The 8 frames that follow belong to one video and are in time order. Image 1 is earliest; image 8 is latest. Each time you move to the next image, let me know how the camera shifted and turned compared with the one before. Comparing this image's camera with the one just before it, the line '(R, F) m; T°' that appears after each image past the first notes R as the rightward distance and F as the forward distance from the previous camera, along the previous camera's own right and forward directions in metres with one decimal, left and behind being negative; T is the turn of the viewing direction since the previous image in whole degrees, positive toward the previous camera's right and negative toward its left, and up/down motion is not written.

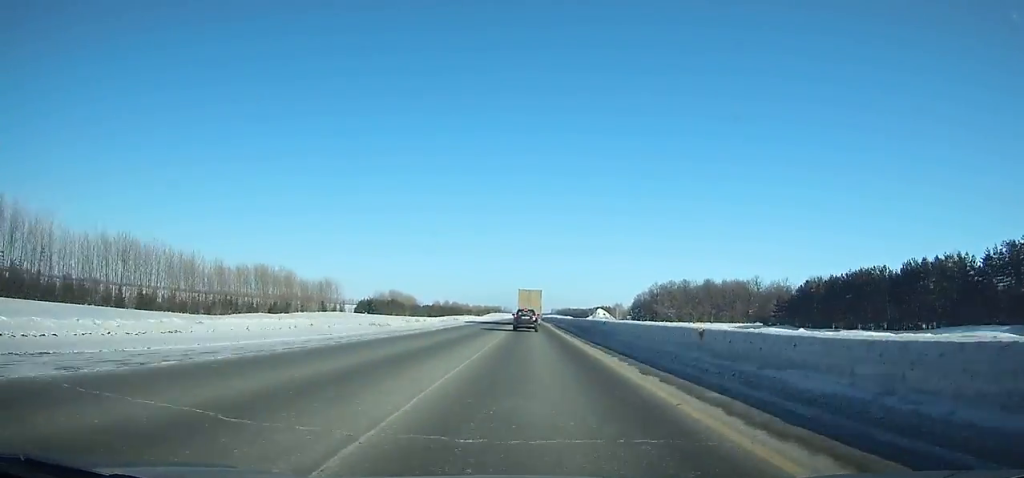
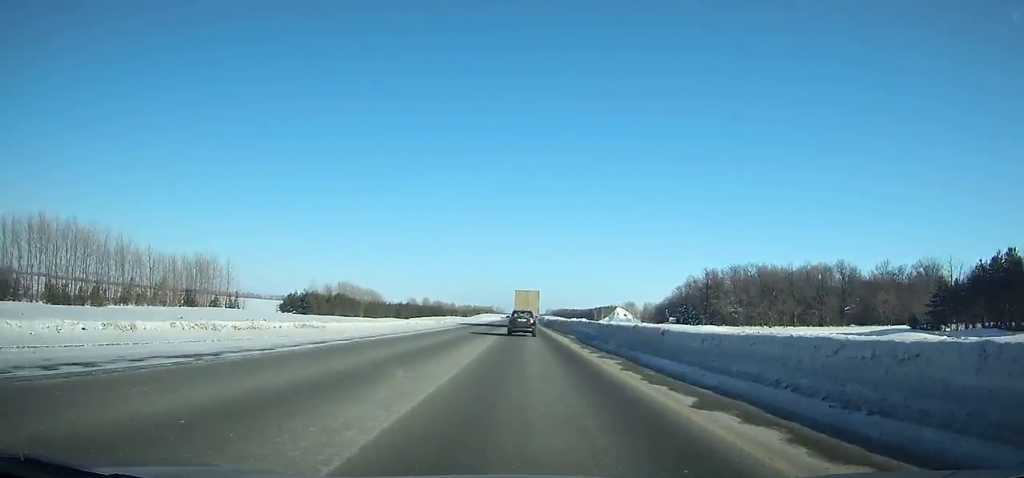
(-0.1, +77.8) m; 0°
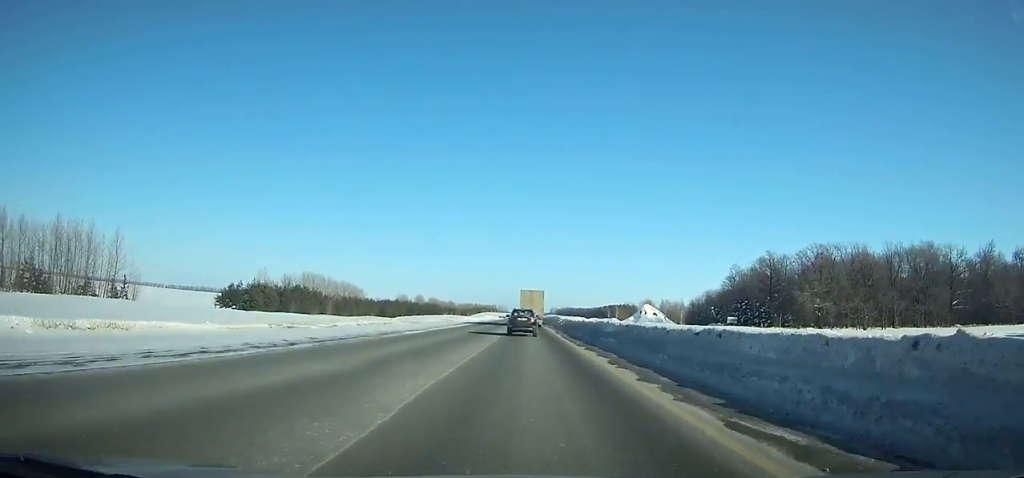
(-0.1, +45.4) m; 0°
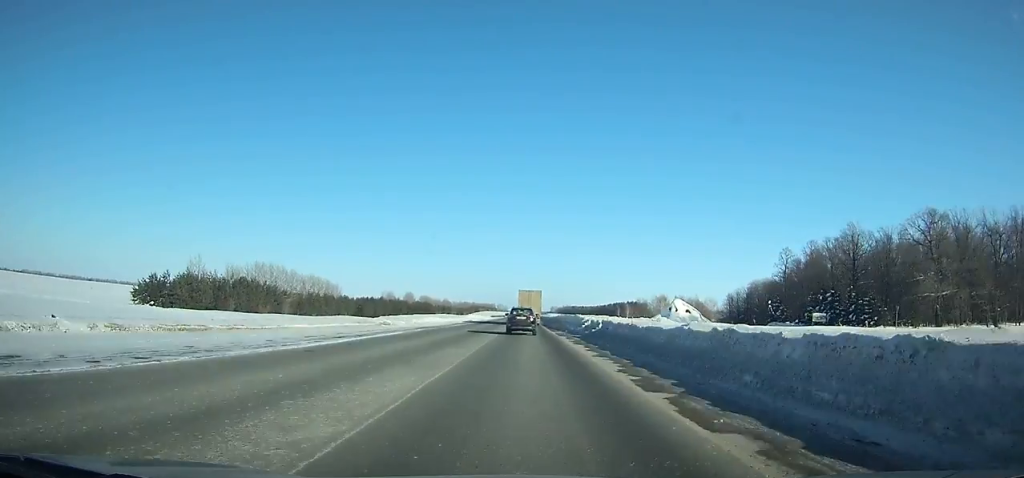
(0.0, +35.9) m; 0°
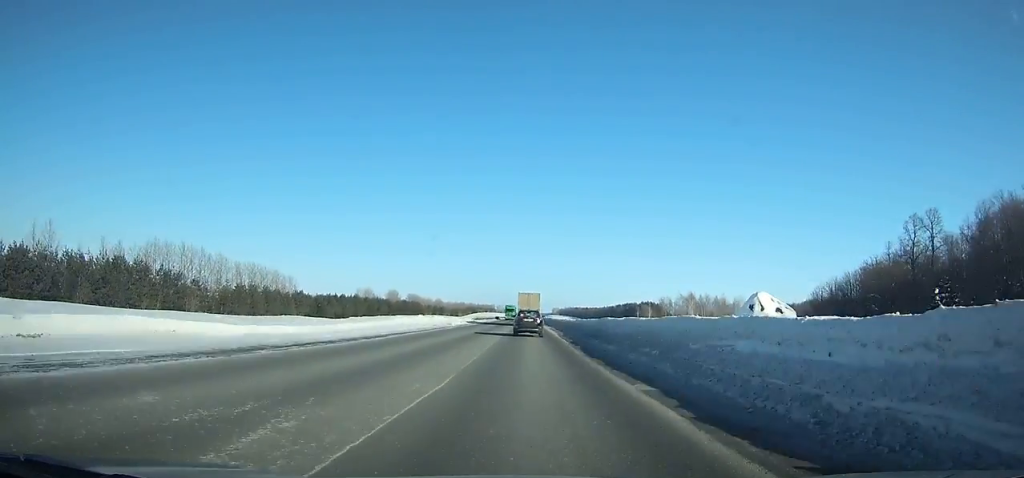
(0.0, +49.4) m; 0°
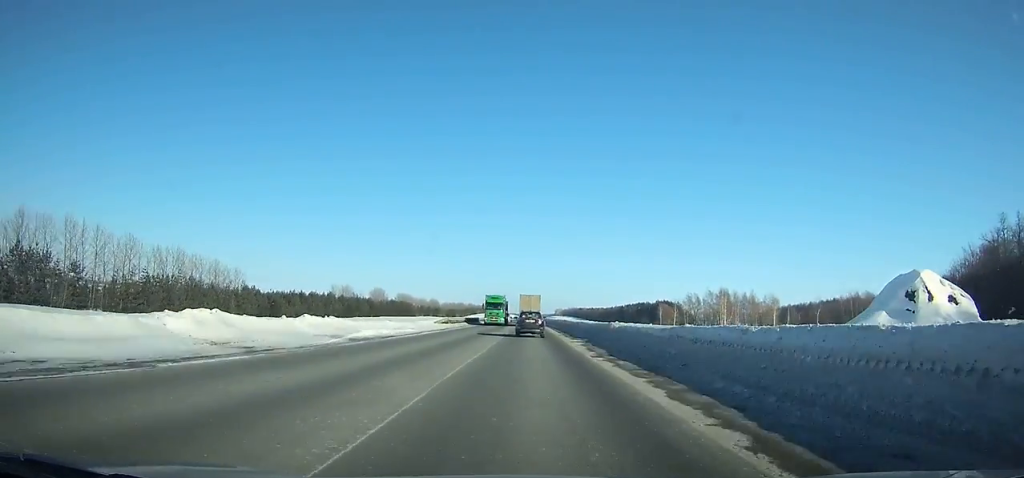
(0.0, +38.2) m; 0°
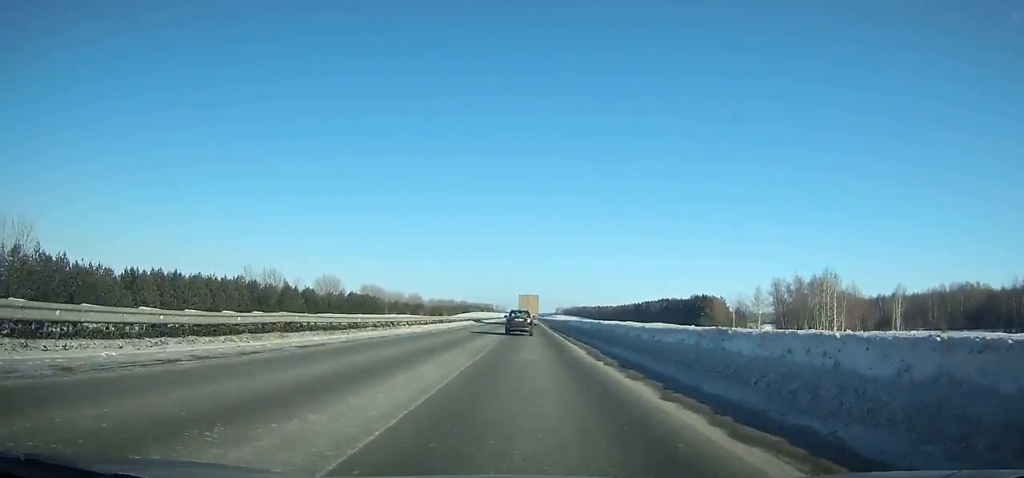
(0.0, +70.9) m; 0°
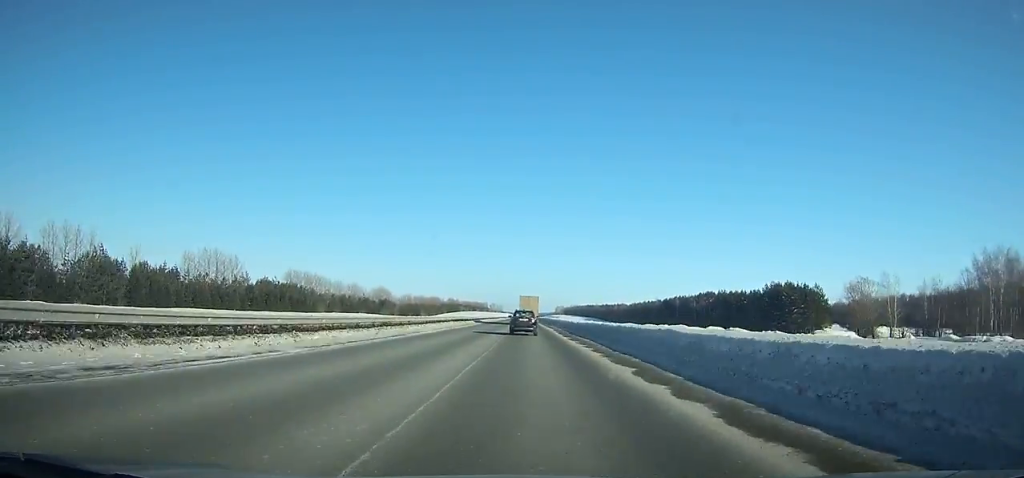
(-0.2, +87.0) m; 0°
